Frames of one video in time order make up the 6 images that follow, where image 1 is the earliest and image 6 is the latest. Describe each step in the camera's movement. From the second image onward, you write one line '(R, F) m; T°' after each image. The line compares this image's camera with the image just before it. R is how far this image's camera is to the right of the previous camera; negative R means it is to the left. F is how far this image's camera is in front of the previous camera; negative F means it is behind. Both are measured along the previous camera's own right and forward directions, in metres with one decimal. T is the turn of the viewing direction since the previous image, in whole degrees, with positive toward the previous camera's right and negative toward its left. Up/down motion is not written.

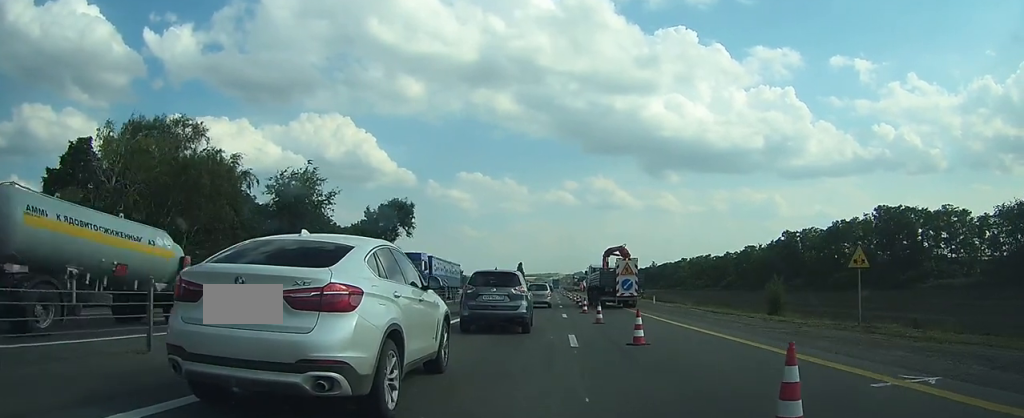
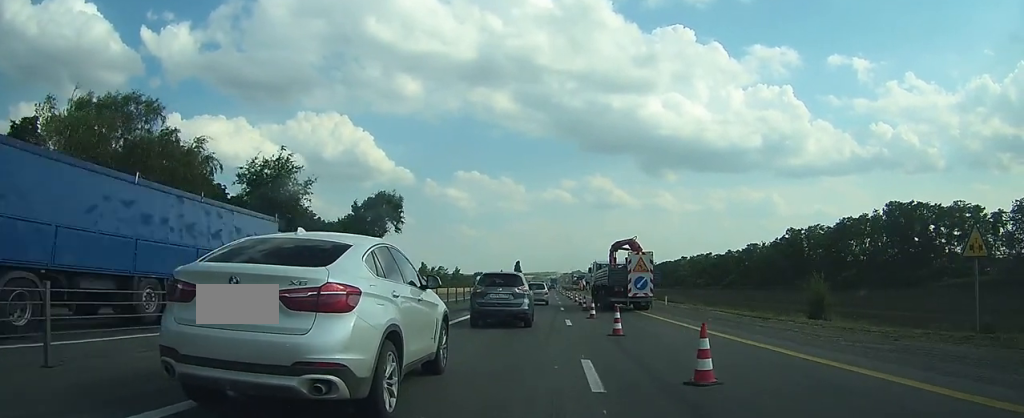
(+0.1, +4.8) m; +2°
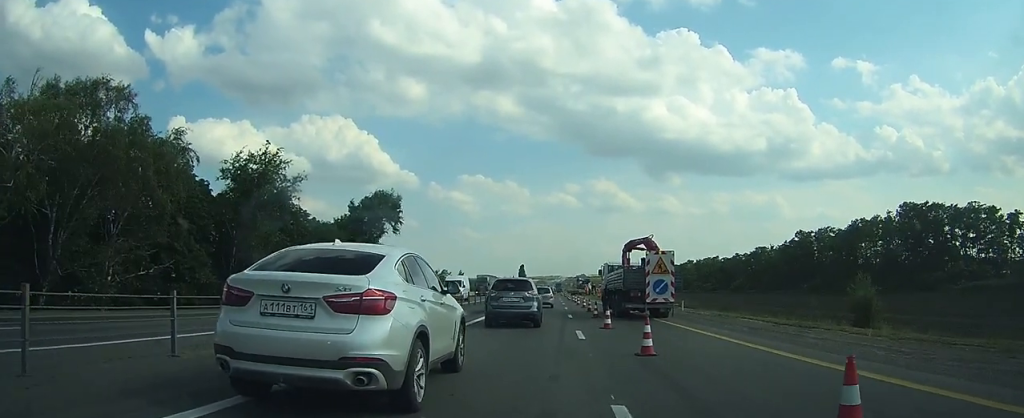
(+0.1, +3.5) m; 0°
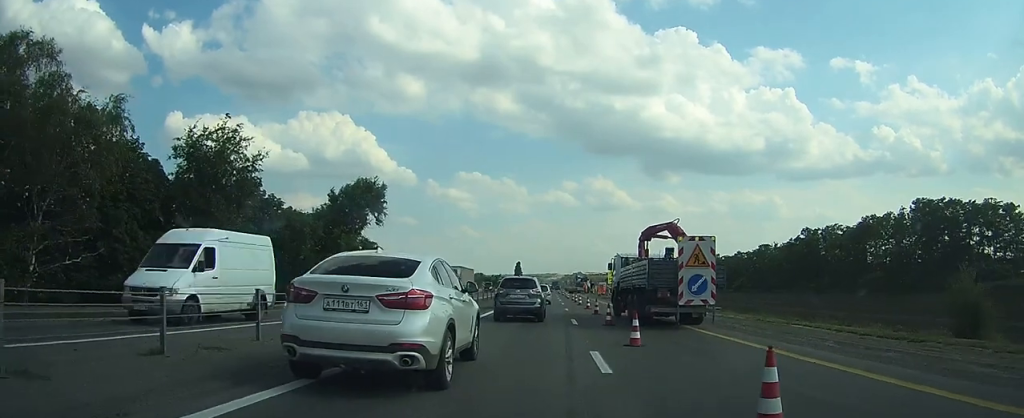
(0.0, +5.5) m; +1°
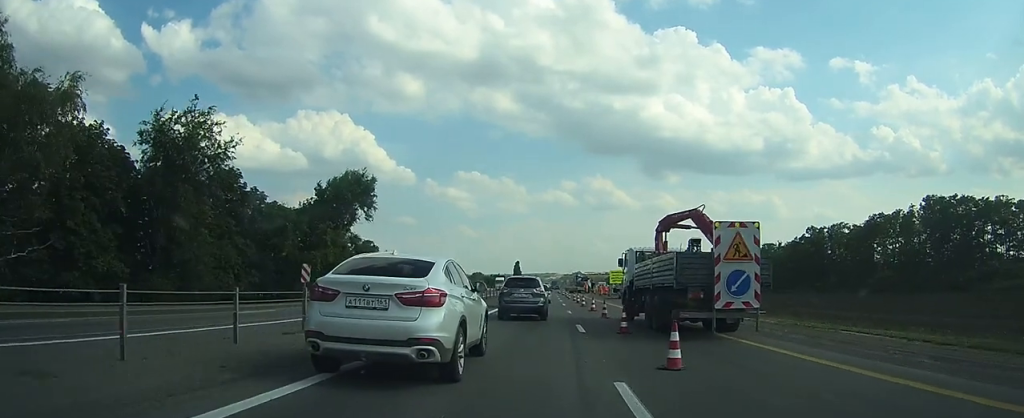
(0.0, +3.1) m; 0°
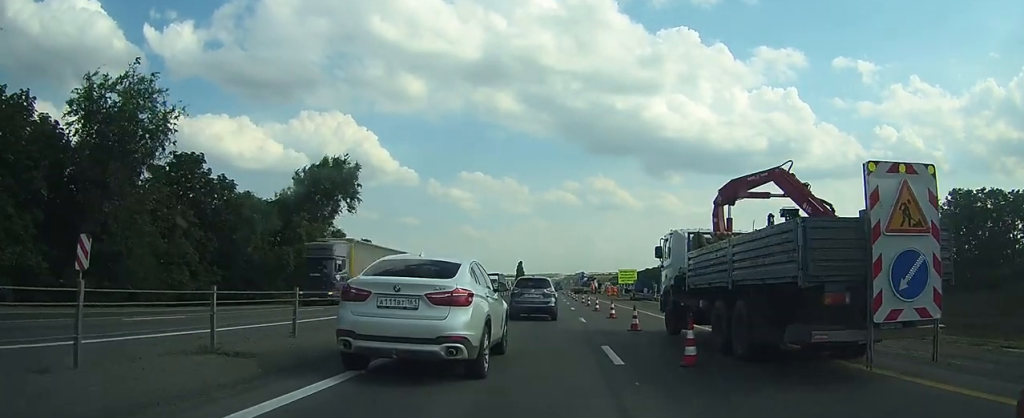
(0.0, +5.7) m; 0°
